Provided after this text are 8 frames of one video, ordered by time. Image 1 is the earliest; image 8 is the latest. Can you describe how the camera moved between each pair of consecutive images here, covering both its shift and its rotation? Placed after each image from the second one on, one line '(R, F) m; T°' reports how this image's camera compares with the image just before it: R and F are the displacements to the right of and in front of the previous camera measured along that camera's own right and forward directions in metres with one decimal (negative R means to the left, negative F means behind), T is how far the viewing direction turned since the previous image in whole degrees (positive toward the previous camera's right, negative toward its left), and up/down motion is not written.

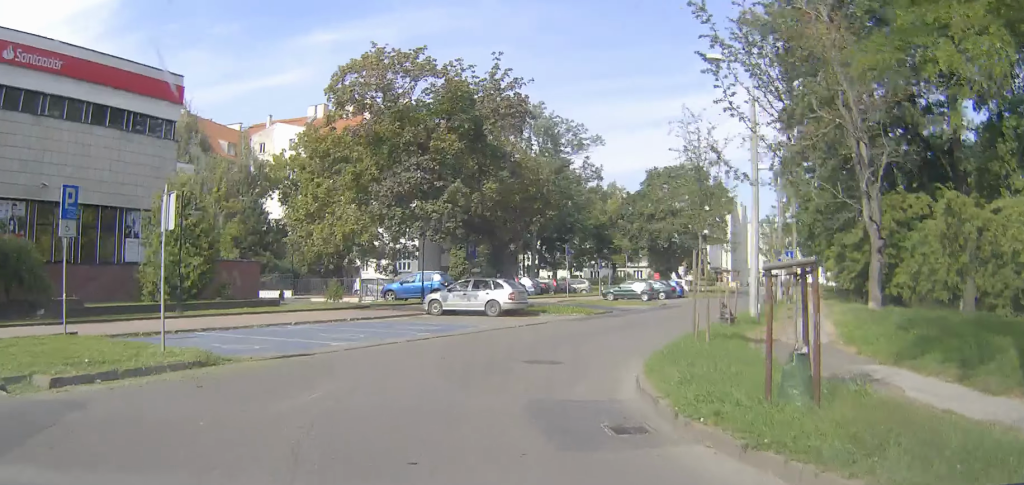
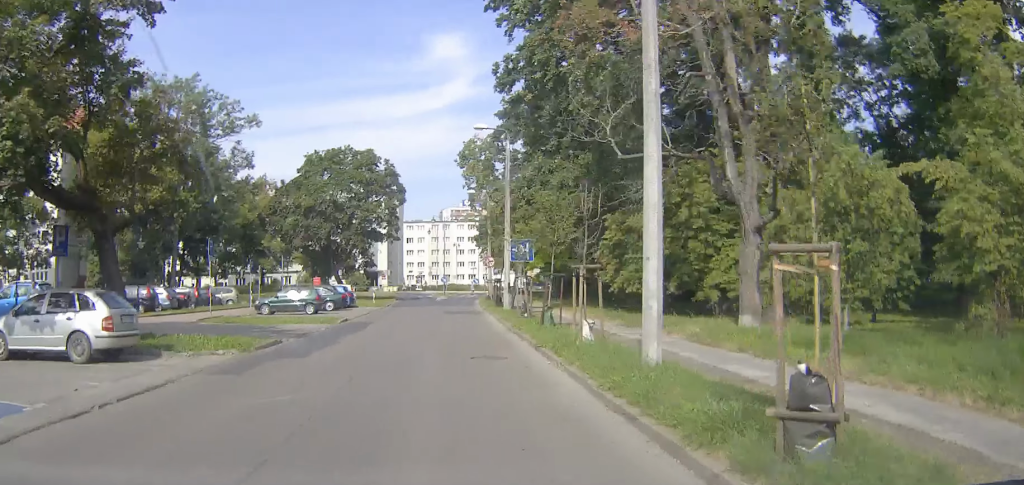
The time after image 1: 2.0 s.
(+2.9, +14.1) m; +22°
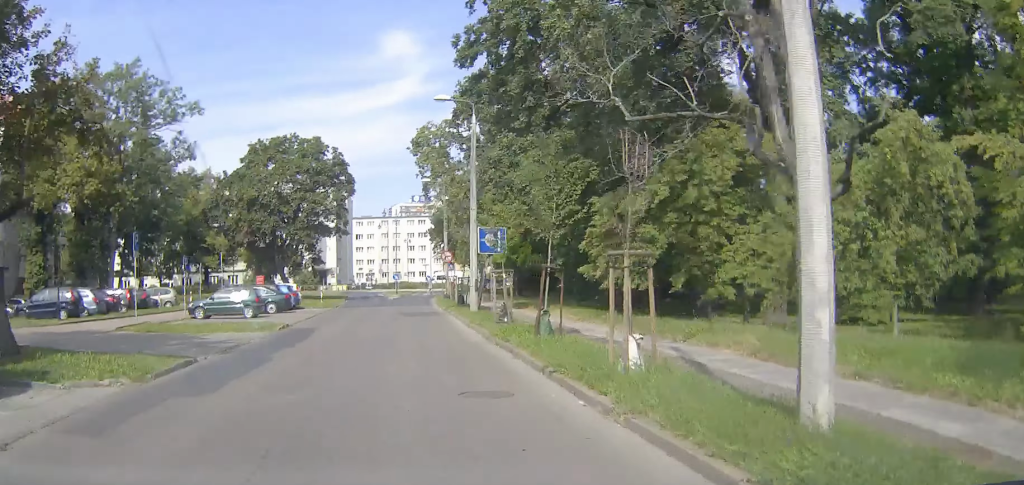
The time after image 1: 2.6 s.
(+0.2, +4.6) m; +5°
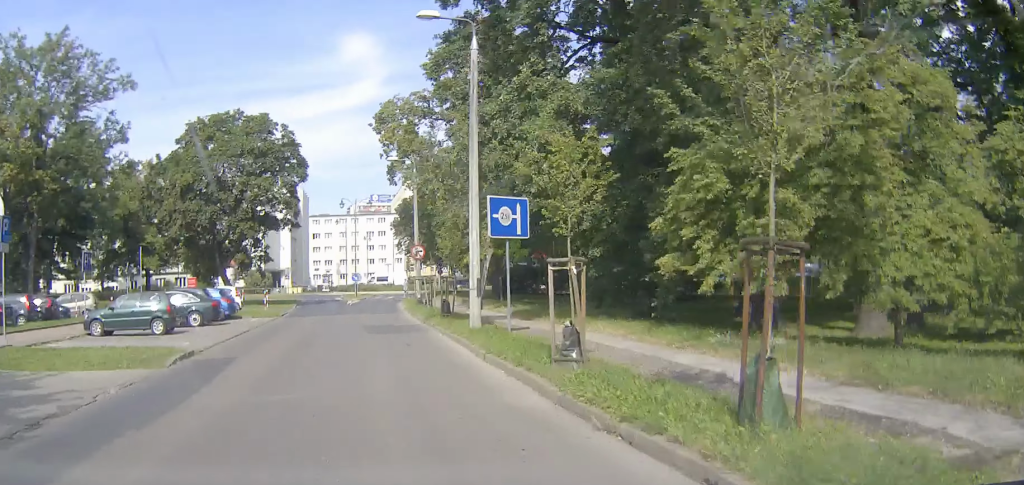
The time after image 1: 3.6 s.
(+0.5, +9.2) m; +5°
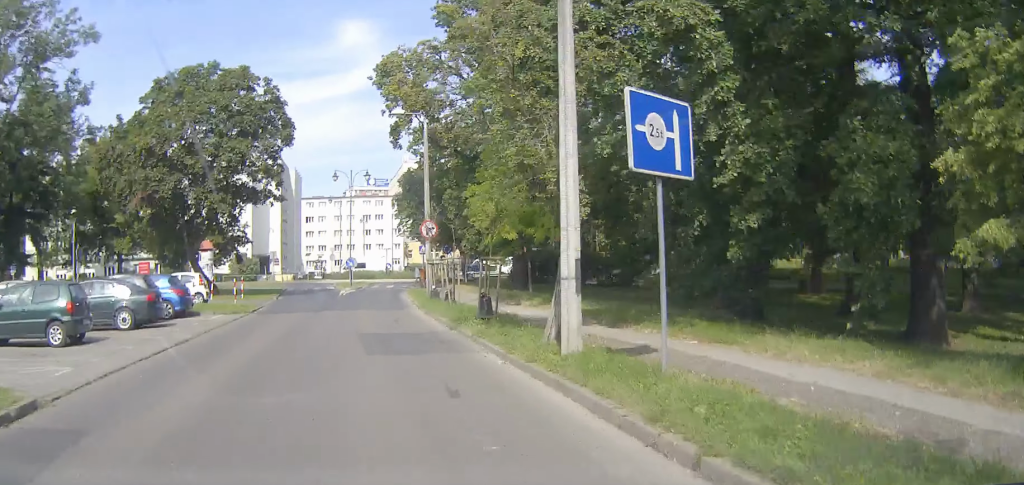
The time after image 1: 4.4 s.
(+0.4, +8.1) m; +1°
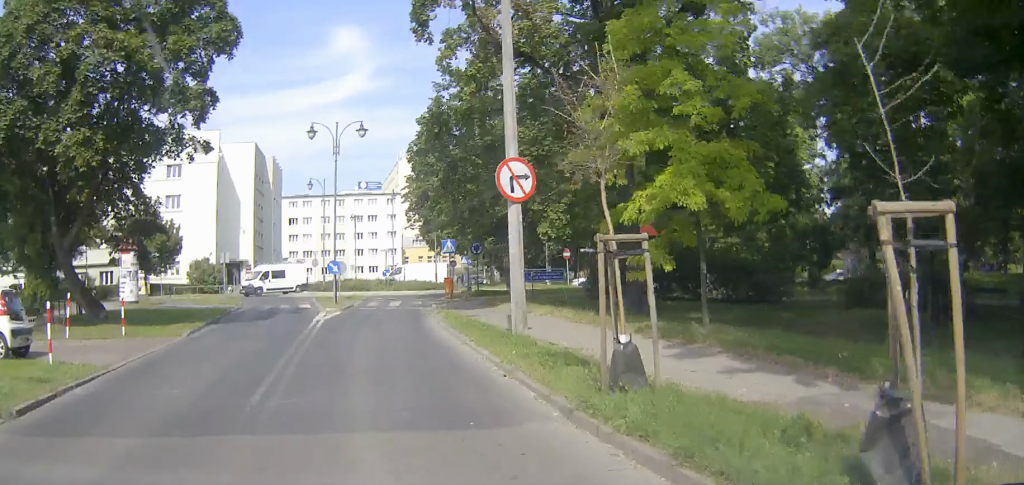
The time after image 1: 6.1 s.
(-0.6, +18.9) m; -2°
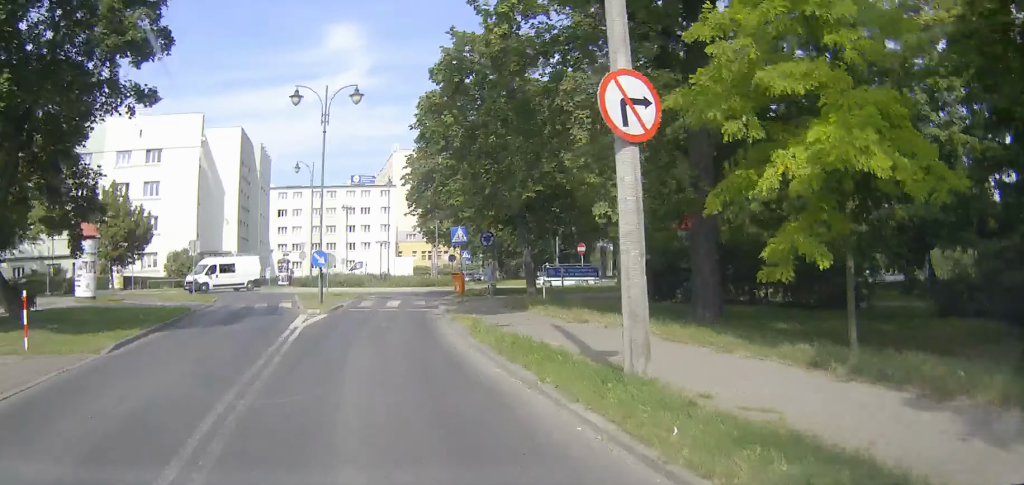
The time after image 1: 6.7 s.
(0.0, +6.1) m; +1°
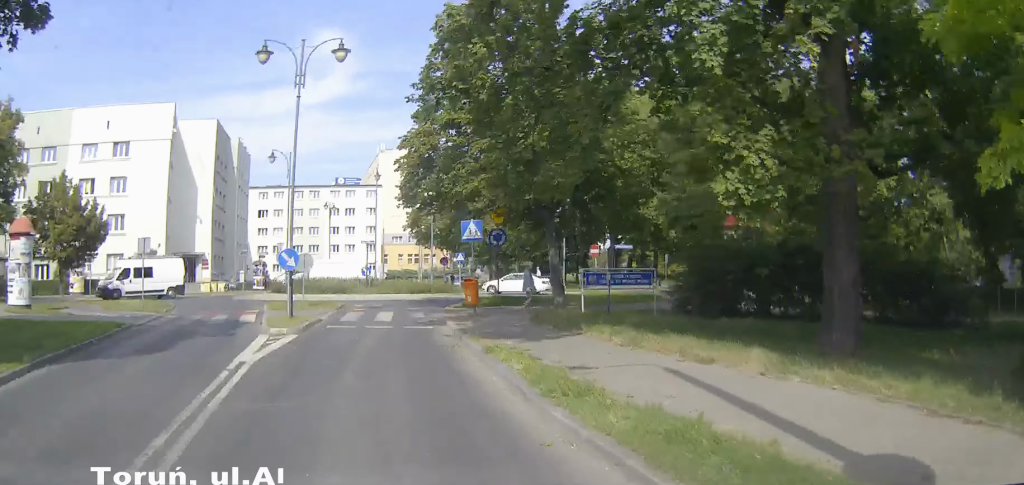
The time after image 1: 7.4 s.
(+0.1, +7.1) m; +1°
